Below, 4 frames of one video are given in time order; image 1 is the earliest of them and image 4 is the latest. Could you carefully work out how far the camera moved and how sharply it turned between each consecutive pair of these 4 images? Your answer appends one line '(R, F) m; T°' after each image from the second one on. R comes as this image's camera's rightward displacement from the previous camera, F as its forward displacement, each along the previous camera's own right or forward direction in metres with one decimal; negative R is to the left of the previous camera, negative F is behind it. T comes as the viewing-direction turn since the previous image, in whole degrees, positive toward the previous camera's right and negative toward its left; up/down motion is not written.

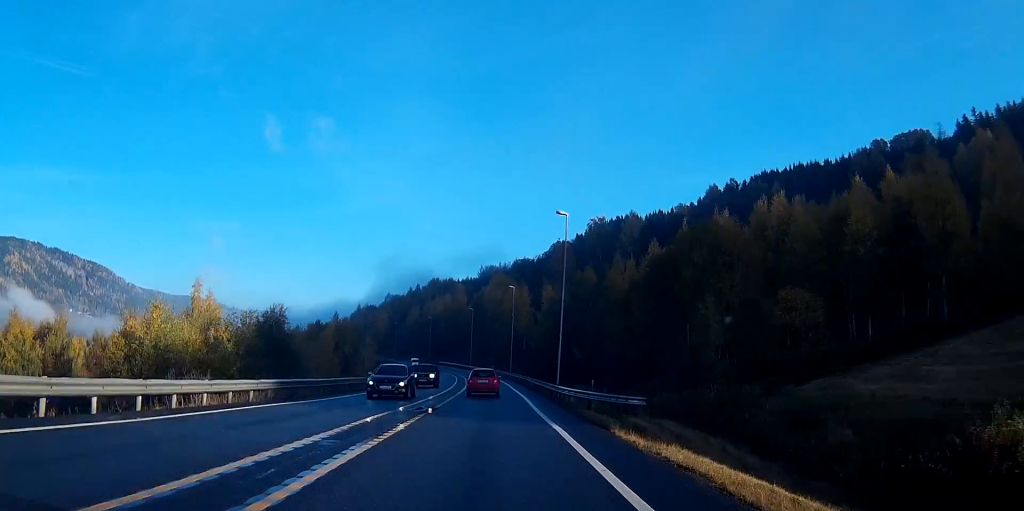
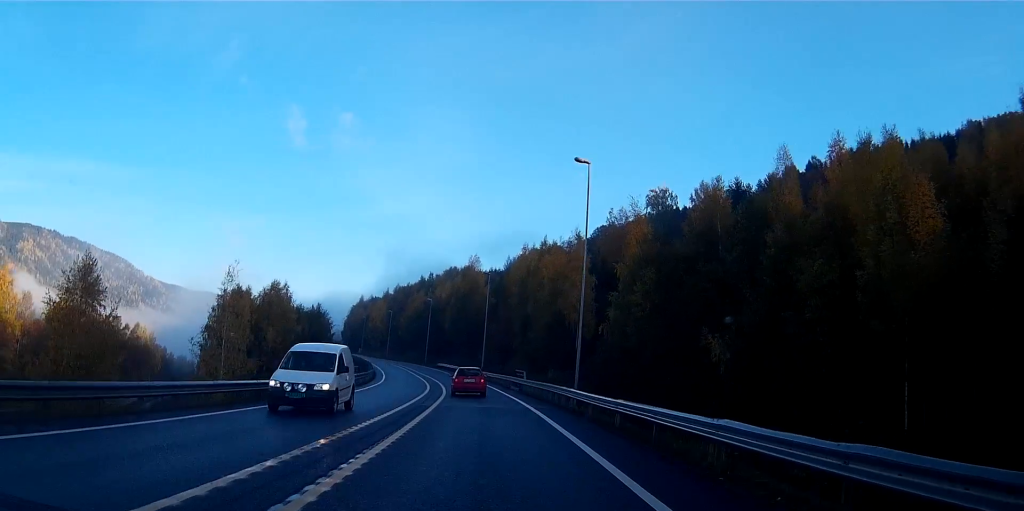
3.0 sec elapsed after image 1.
(-0.1, +62.4) m; -1°
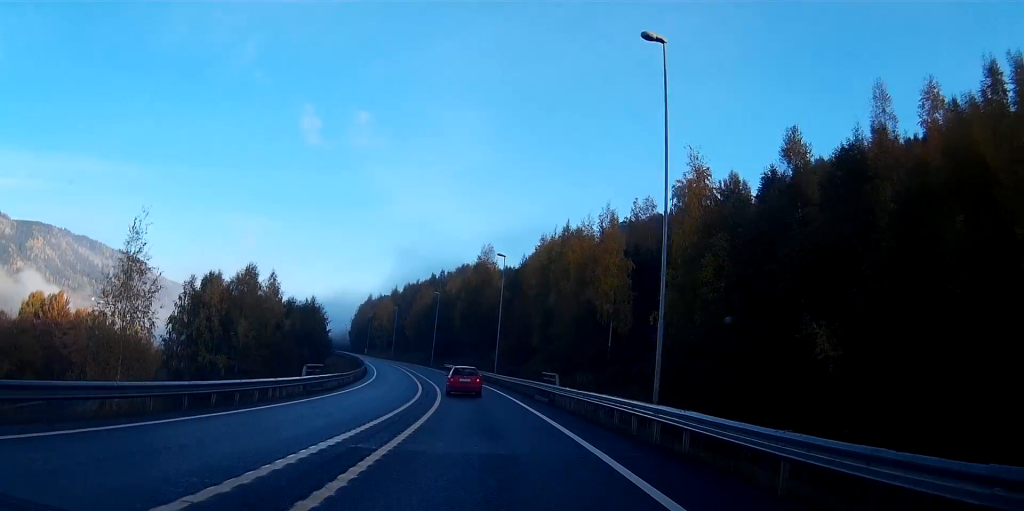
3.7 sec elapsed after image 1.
(-0.1, +14.3) m; -1°
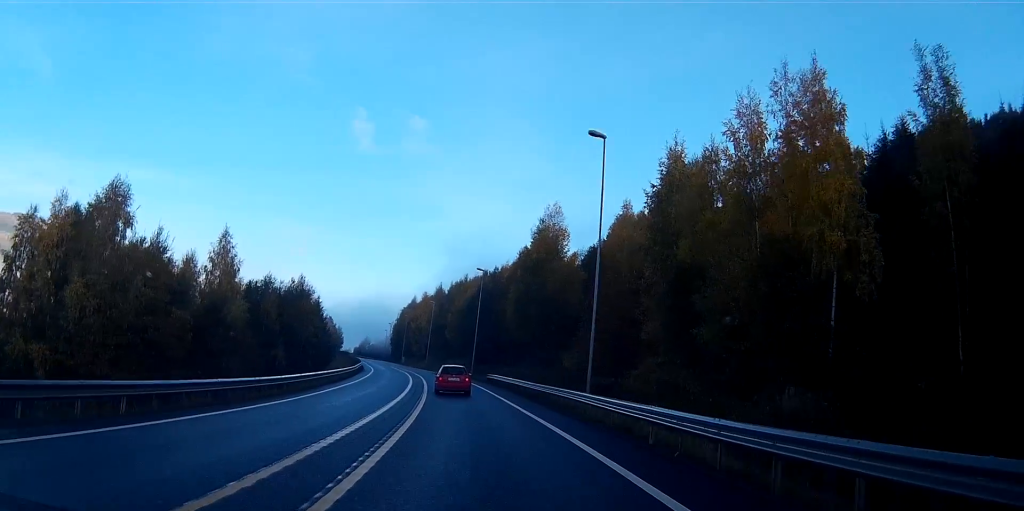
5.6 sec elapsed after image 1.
(-1.2, +37.8) m; -5°
